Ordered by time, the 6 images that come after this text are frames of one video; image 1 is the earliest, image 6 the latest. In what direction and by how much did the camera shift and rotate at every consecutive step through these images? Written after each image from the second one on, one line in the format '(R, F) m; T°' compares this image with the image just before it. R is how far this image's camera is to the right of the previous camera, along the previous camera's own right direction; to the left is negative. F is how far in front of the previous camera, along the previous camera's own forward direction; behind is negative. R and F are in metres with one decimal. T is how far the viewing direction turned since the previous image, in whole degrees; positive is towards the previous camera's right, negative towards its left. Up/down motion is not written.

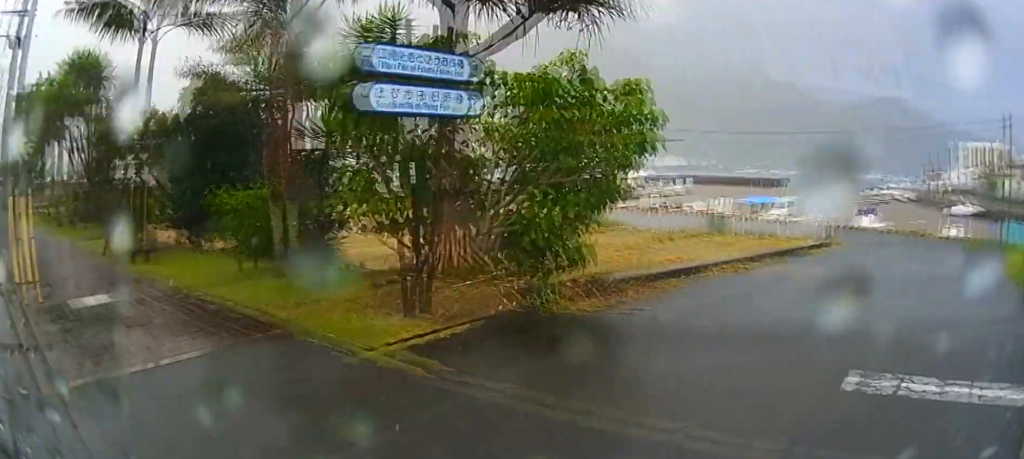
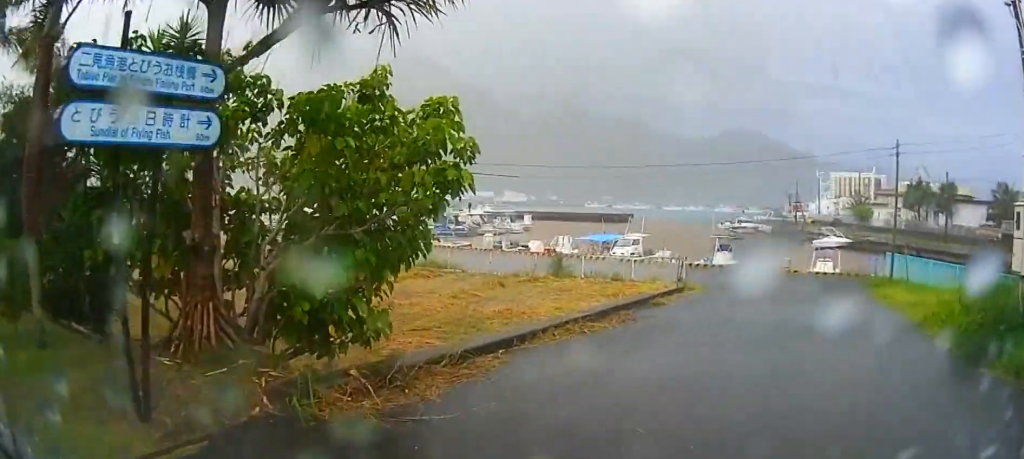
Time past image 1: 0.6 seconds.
(+0.6, +2.0) m; +17°
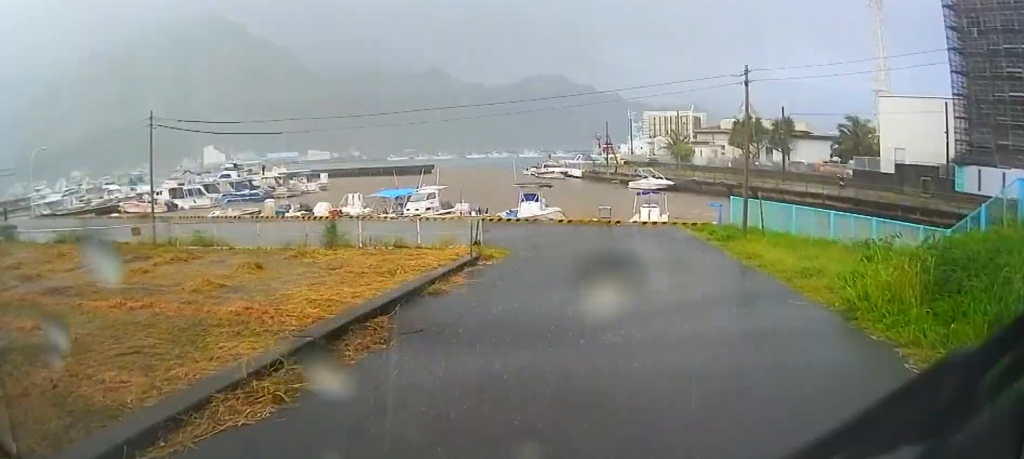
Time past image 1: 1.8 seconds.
(+0.7, +4.5) m; +12°
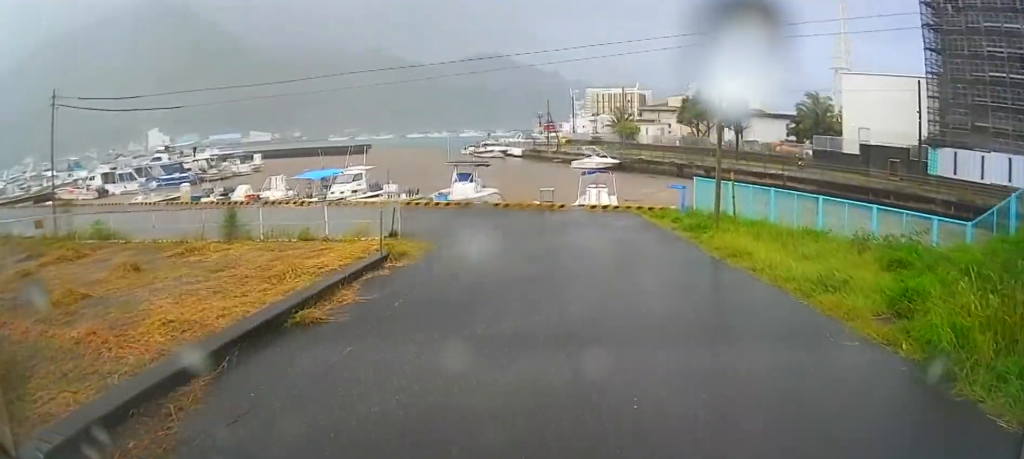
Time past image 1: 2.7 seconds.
(+0.1, +3.0) m; +1°
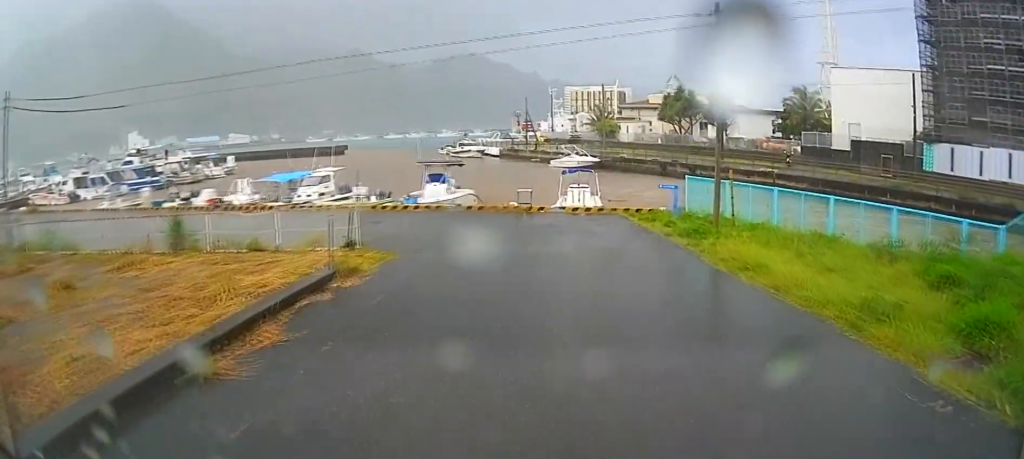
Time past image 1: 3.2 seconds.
(0.0, +1.7) m; -2°
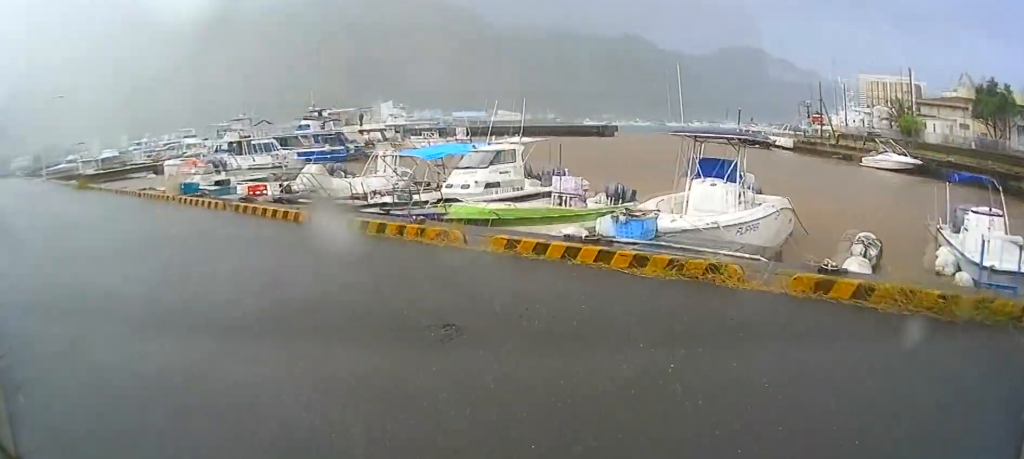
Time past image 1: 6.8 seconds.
(-1.1, +13.7) m; -26°
